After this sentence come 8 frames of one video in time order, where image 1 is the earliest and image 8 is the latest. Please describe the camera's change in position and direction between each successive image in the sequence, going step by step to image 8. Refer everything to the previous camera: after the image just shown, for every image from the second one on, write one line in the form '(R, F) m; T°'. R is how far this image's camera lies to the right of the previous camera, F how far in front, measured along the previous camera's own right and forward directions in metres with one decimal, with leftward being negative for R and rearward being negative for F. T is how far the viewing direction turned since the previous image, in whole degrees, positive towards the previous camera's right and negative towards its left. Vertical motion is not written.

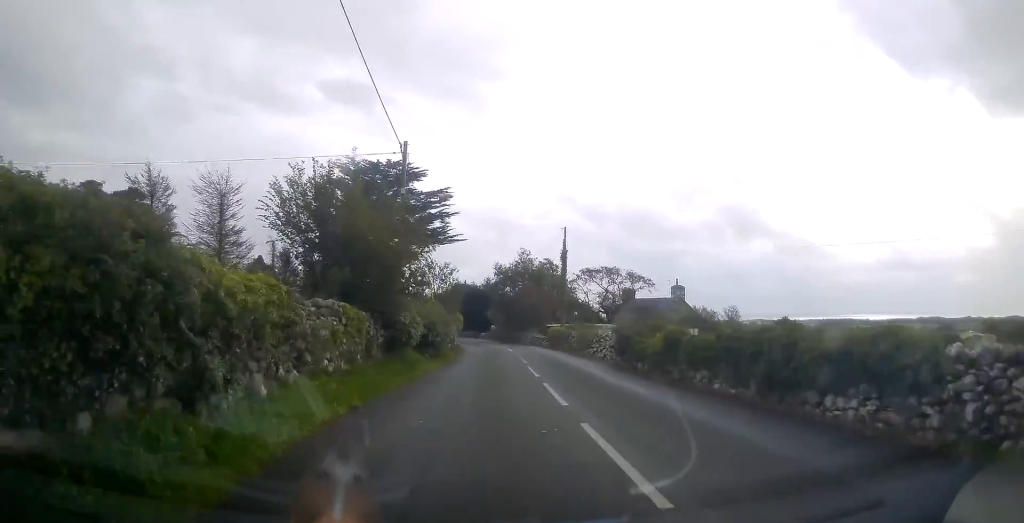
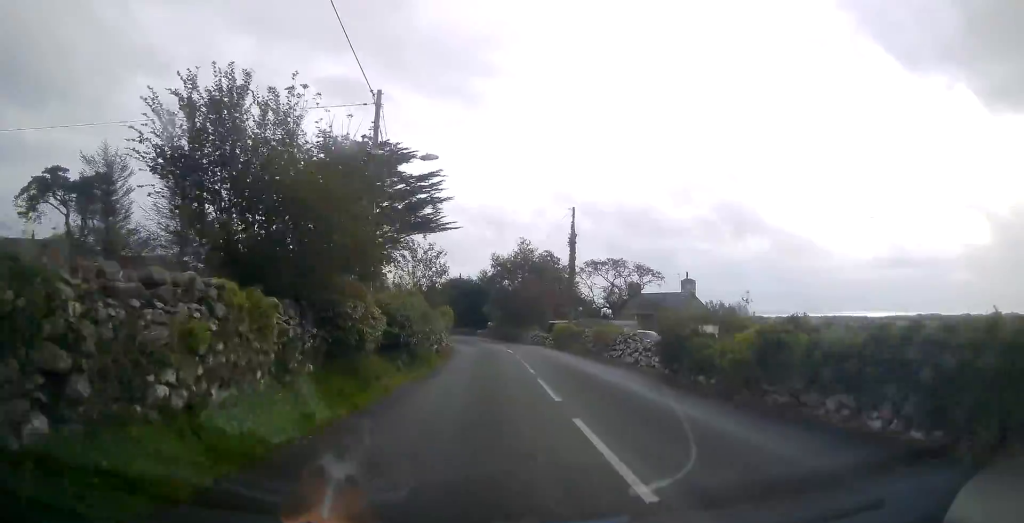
(+0.1, +5.8) m; +1°
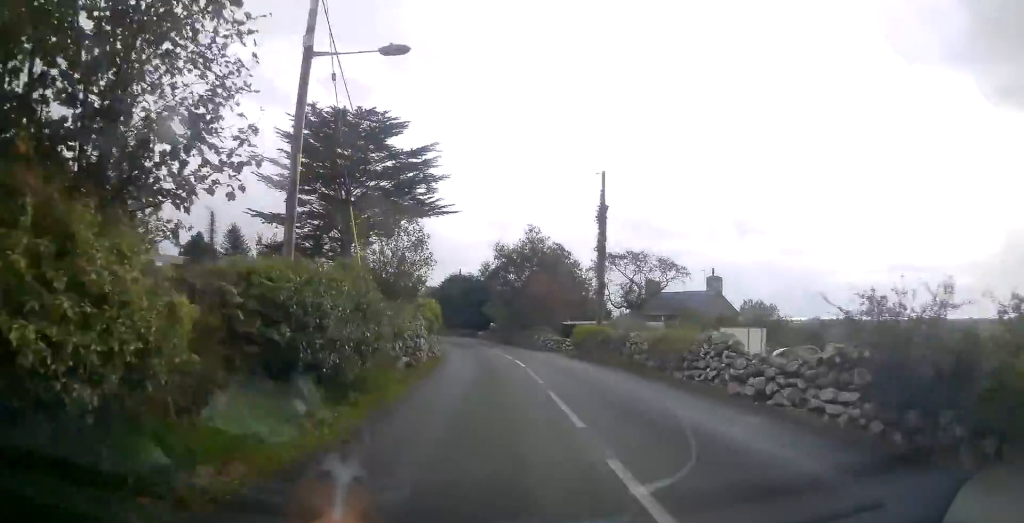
(+0.1, +8.5) m; +1°
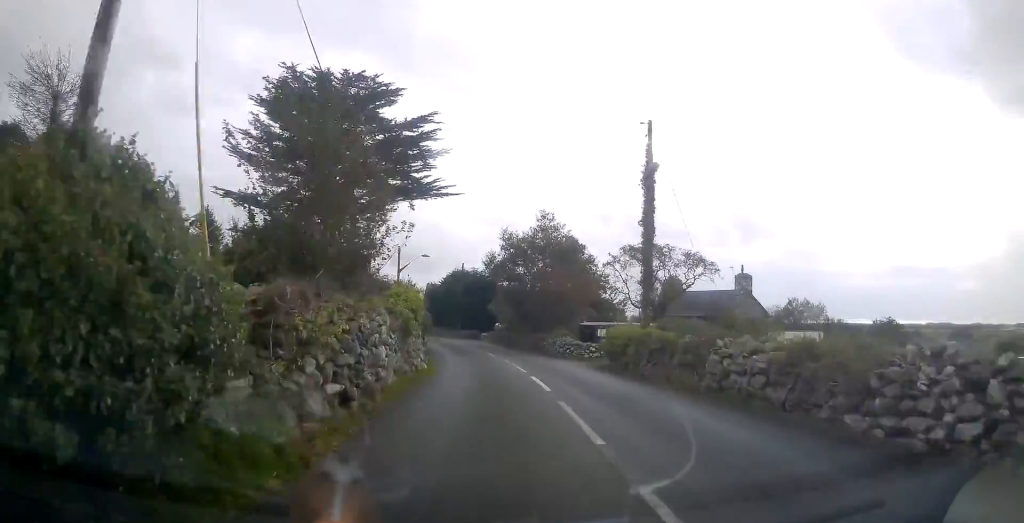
(+0.1, +6.9) m; 0°
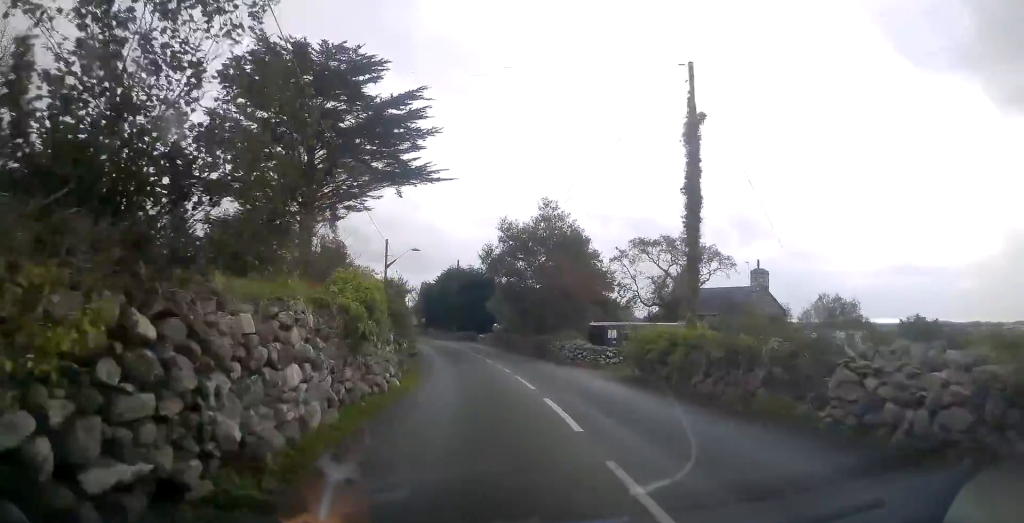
(0.0, +4.6) m; 0°
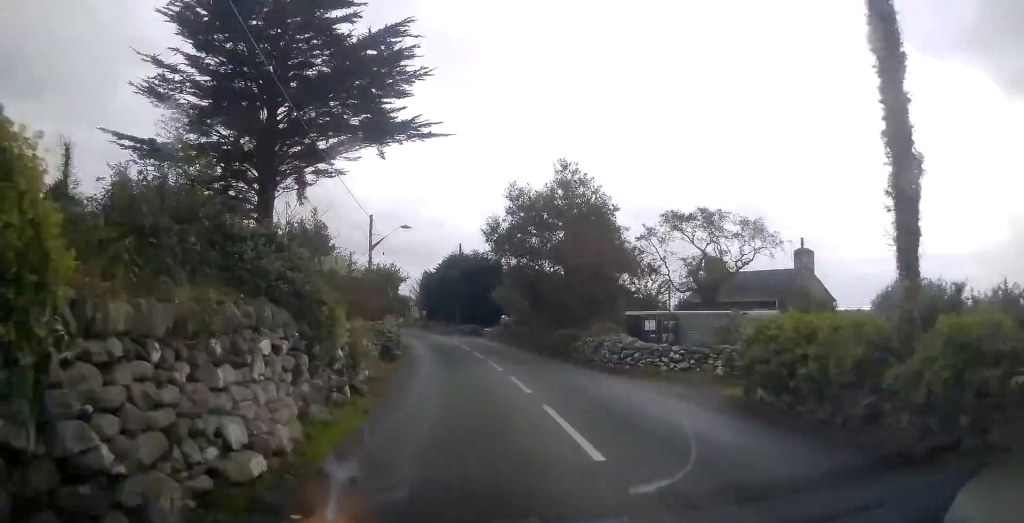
(0.0, +7.8) m; -1°
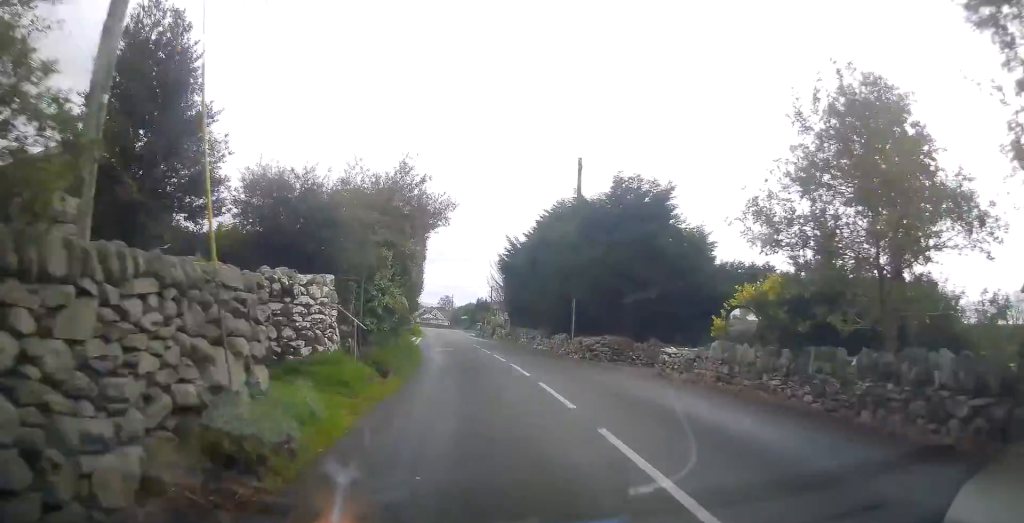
(-1.7, +31.6) m; -7°
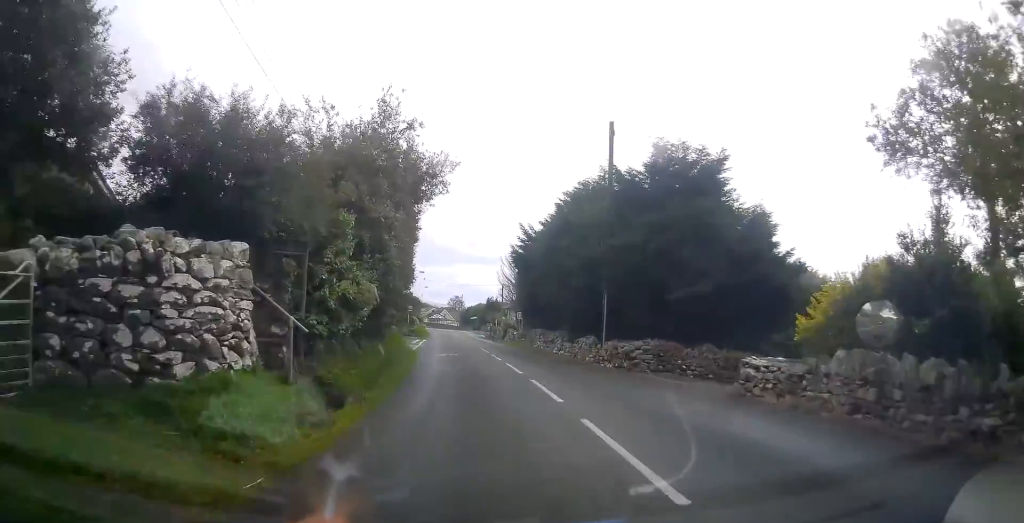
(0.0, +5.1) m; -1°
